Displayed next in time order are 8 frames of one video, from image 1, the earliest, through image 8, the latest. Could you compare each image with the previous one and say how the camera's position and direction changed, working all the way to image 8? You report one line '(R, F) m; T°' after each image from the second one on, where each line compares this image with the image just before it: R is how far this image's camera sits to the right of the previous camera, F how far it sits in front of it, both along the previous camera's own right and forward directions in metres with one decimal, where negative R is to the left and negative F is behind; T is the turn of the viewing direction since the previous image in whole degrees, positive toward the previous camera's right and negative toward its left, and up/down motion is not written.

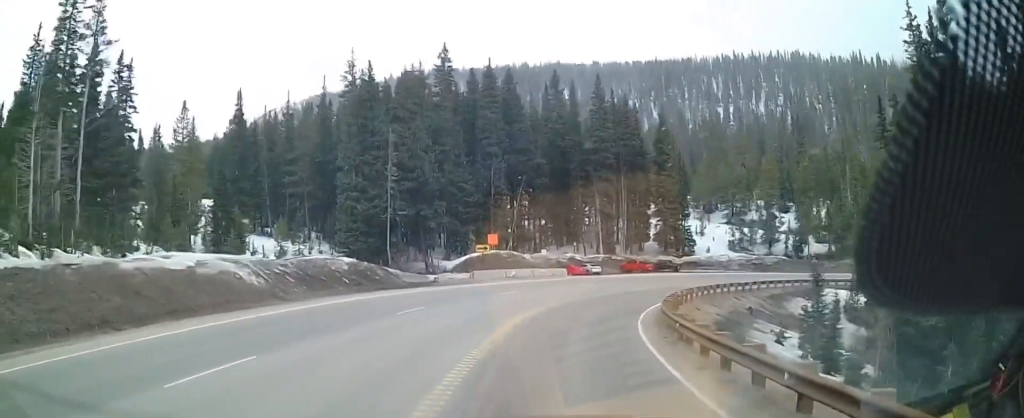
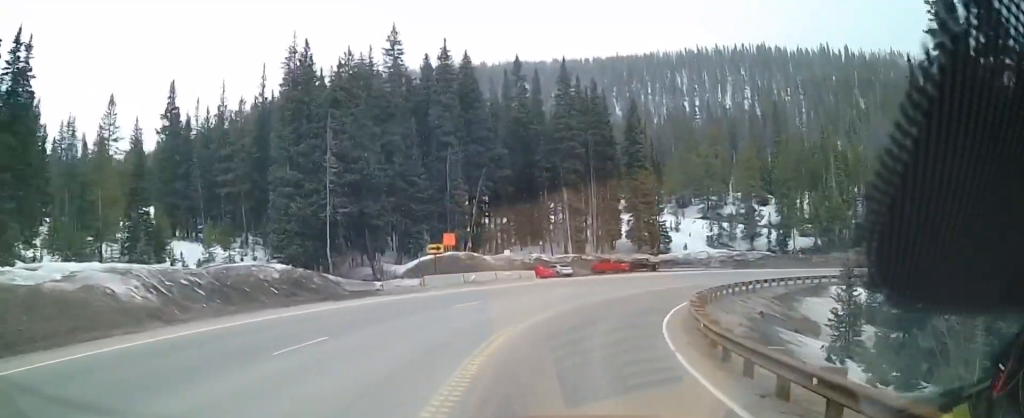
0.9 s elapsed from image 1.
(+0.1, +7.9) m; +3°
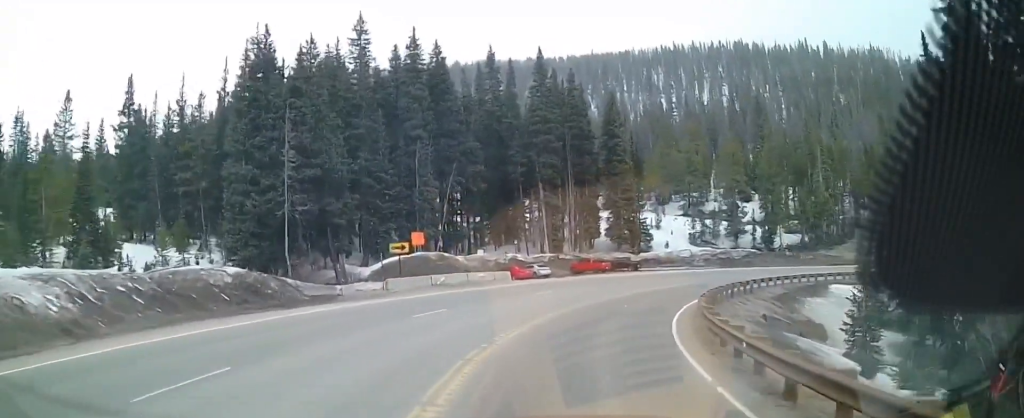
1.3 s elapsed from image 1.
(+0.2, +4.1) m; +2°
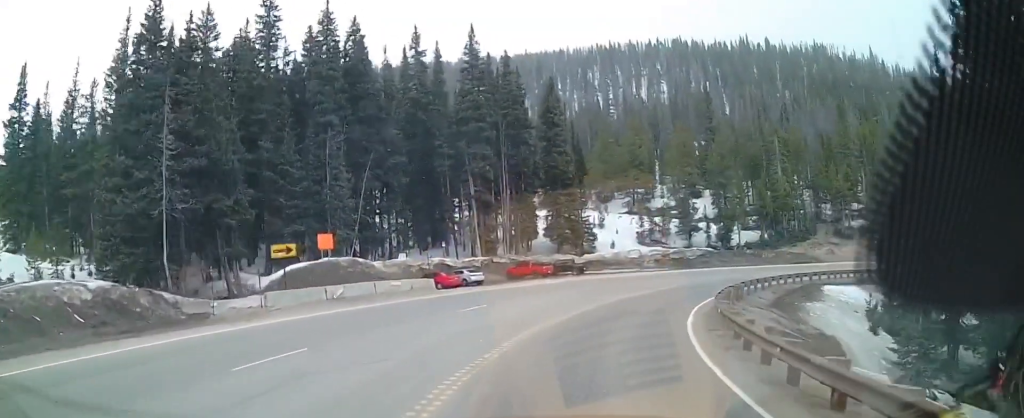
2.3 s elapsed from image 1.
(+0.2, +9.3) m; +5°
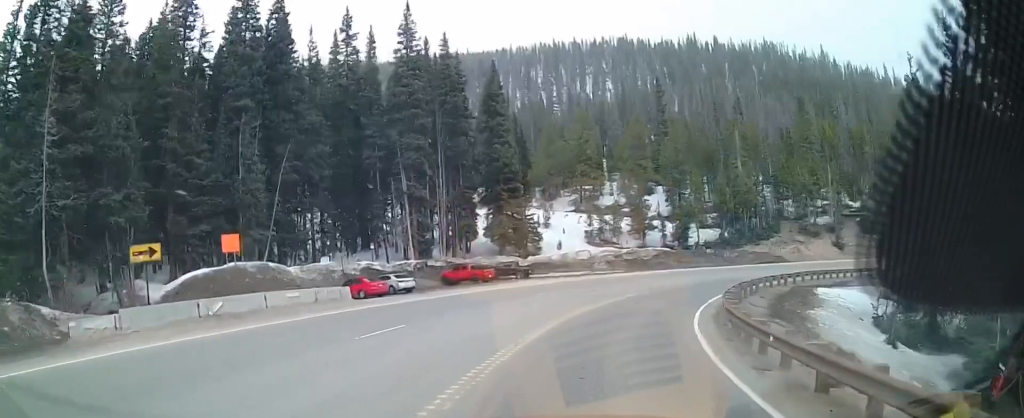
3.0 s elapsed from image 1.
(+0.3, +7.2) m; +6°
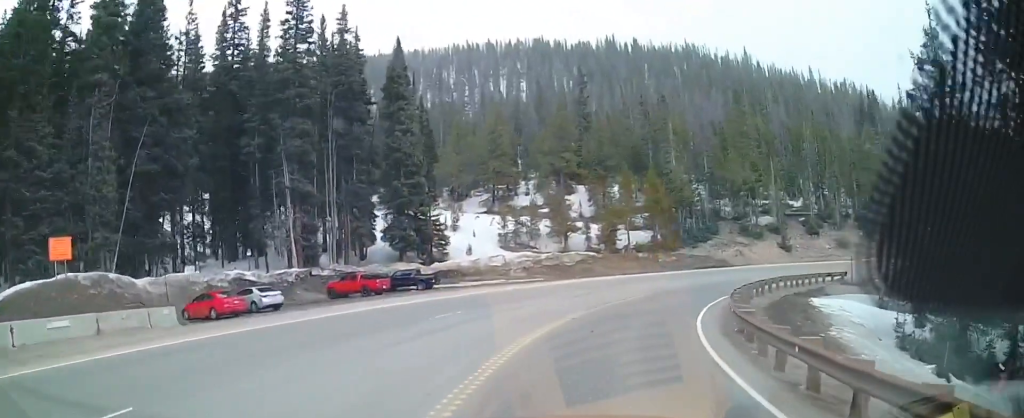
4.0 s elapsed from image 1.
(+0.9, +10.0) m; +10°
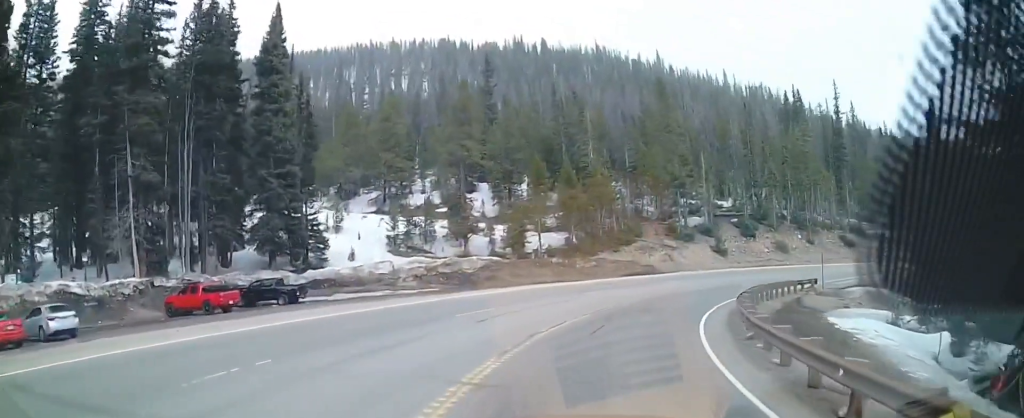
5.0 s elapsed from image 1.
(+0.9, +10.5) m; +11°
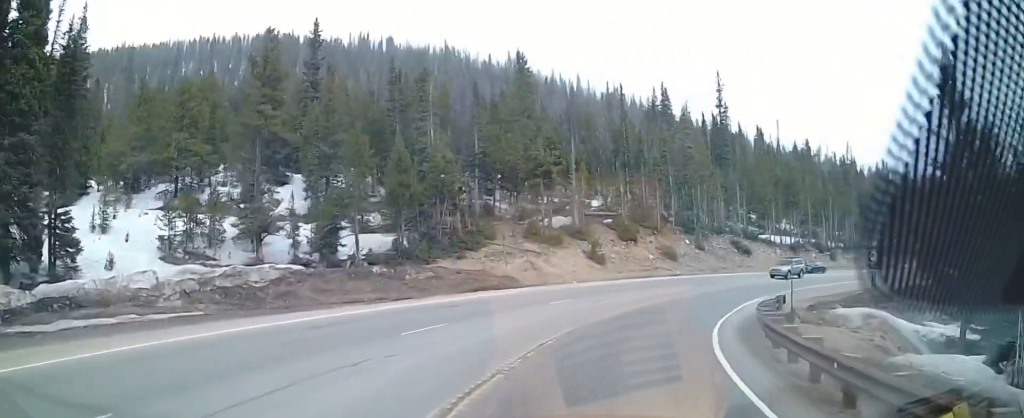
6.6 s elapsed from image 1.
(+2.6, +15.4) m; +17°
